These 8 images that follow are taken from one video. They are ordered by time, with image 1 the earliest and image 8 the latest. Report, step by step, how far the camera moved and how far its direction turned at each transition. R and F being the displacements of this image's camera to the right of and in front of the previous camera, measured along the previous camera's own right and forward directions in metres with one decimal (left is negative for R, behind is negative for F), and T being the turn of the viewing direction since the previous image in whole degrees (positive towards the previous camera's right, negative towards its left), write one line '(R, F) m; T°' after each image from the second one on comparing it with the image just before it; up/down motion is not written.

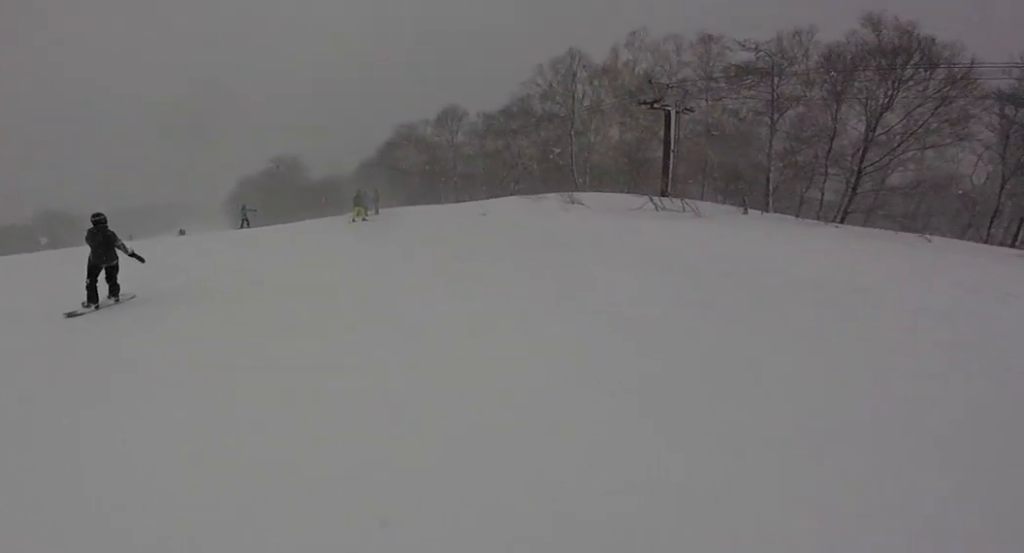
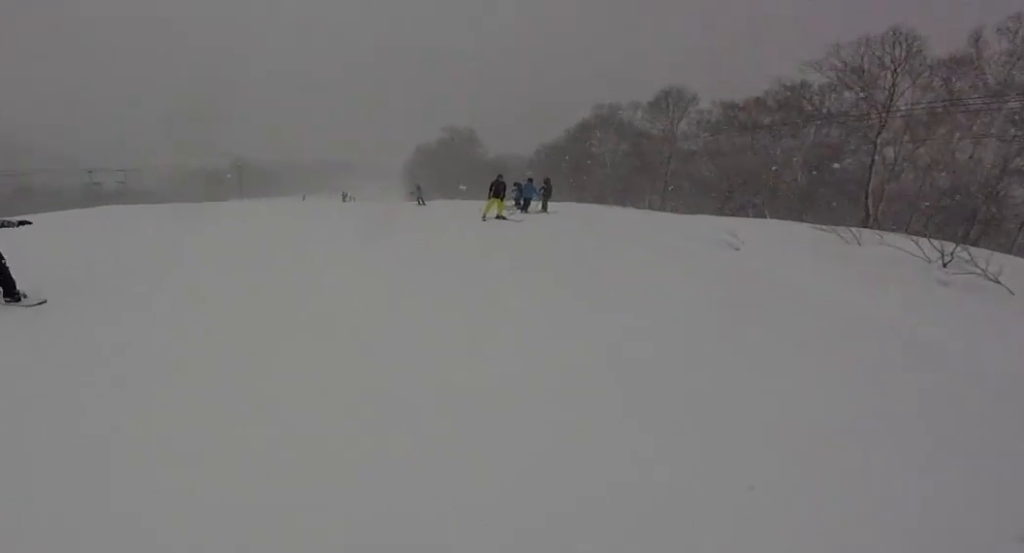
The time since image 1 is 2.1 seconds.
(+0.5, +6.6) m; -31°
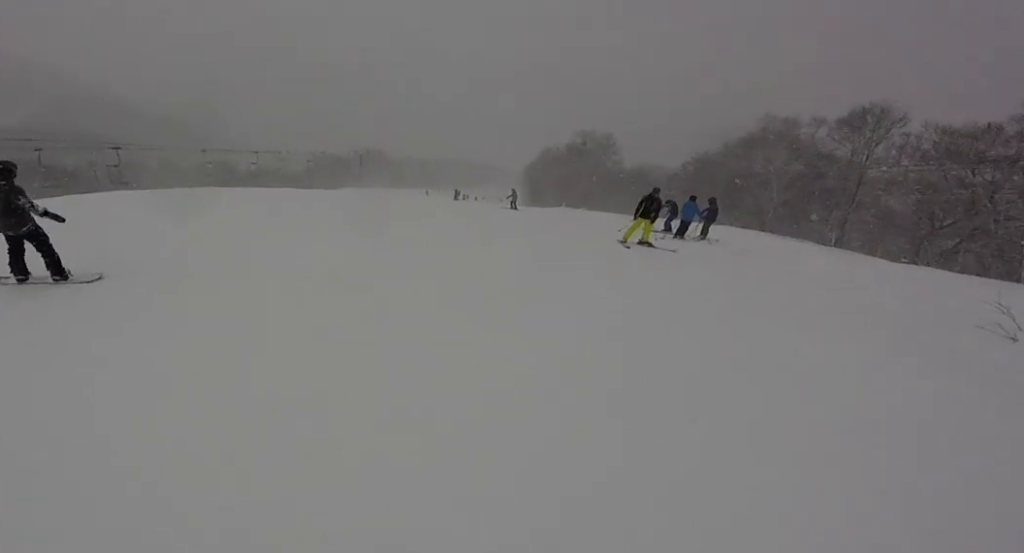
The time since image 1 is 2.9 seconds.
(-0.9, +2.6) m; -34°
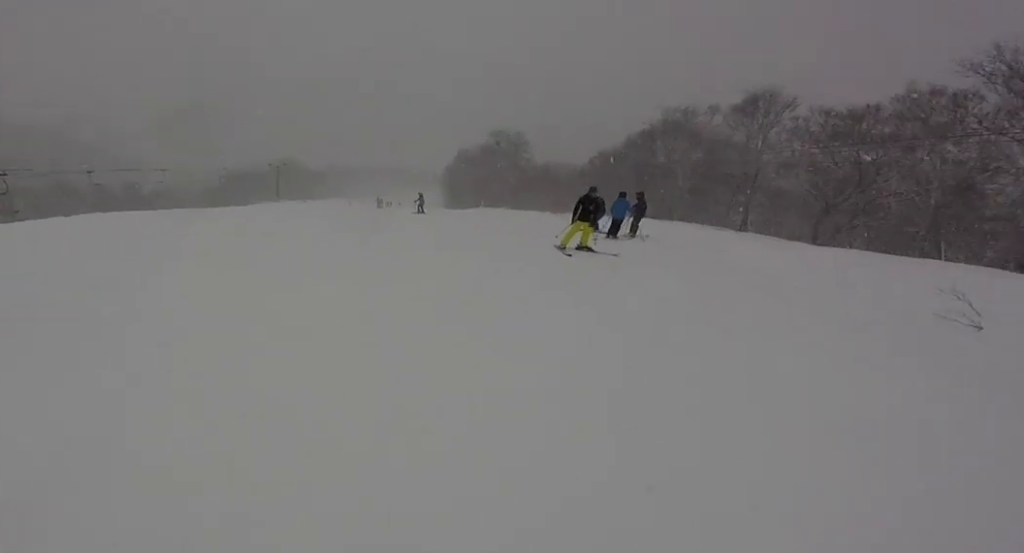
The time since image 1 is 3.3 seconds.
(-0.1, +1.3) m; -15°
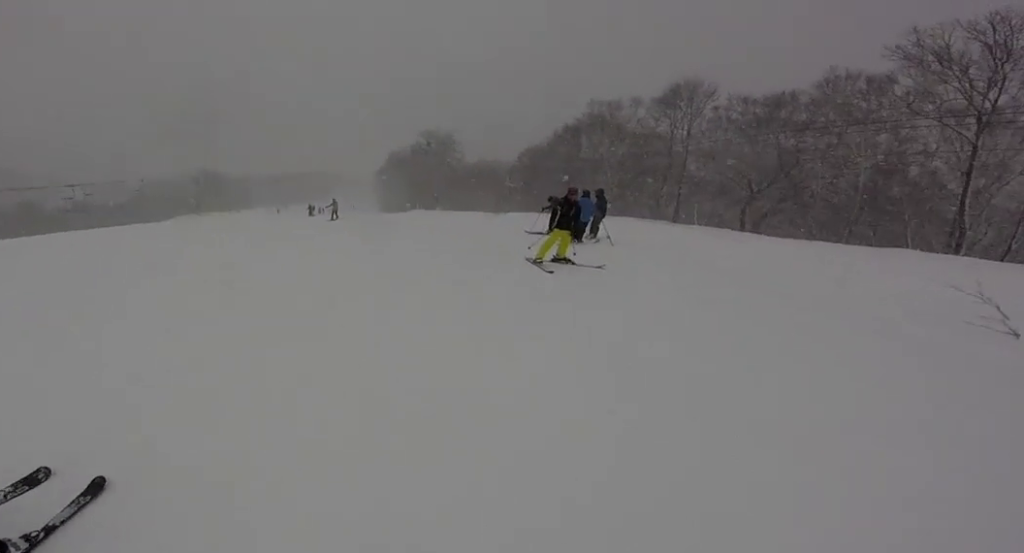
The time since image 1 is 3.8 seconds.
(-0.6, +1.8) m; -12°
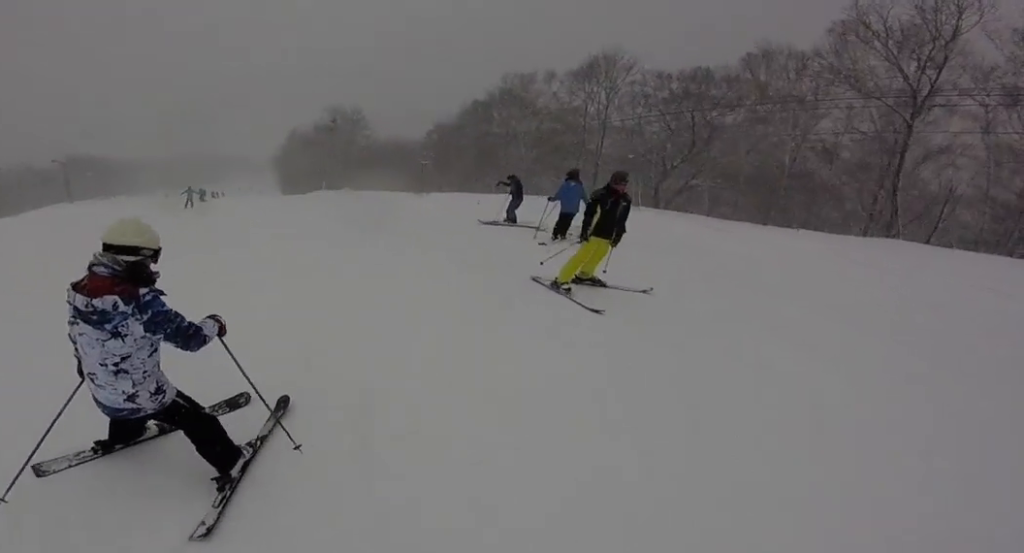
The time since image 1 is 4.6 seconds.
(-0.6, +3.4) m; -3°
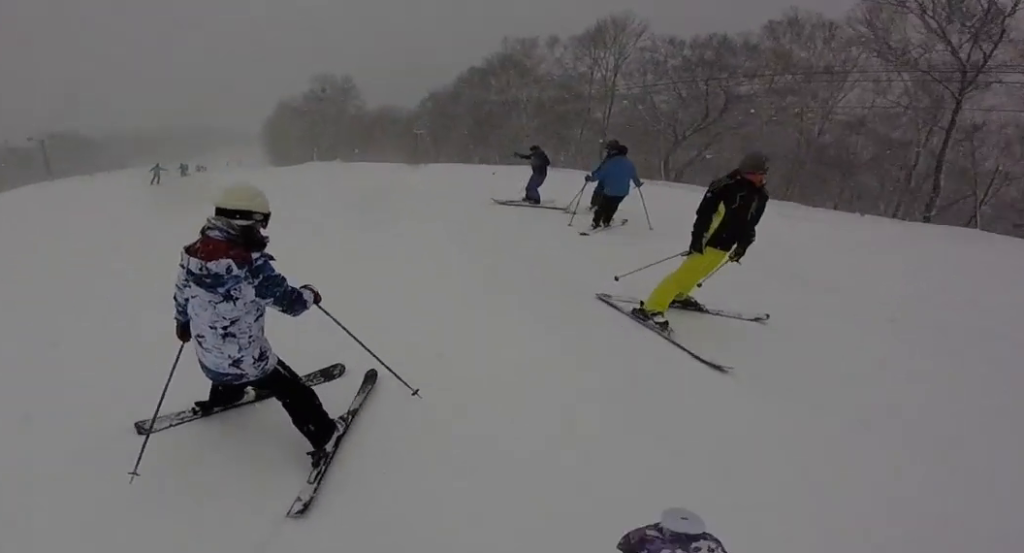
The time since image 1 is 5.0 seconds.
(-0.3, +1.9) m; +6°
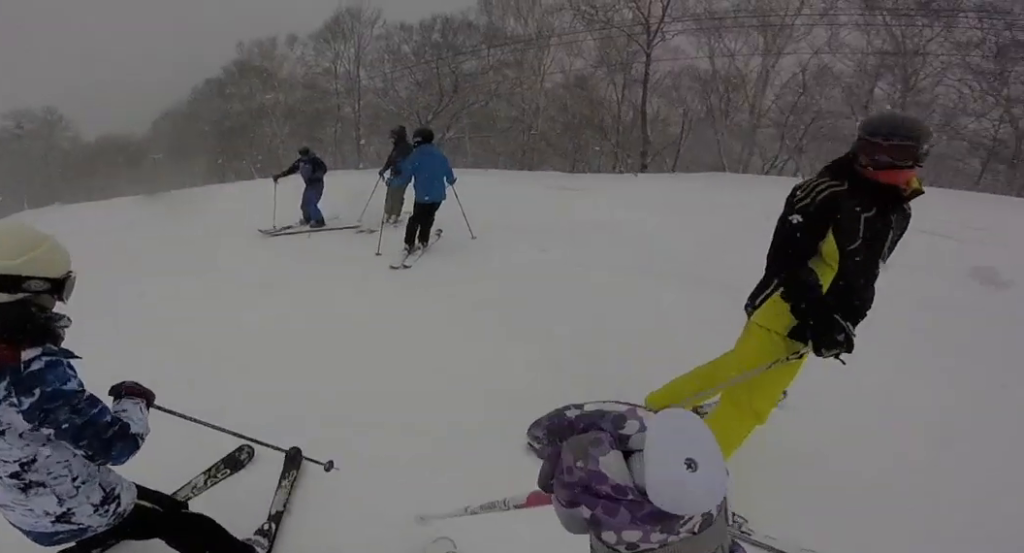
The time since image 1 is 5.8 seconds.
(+0.7, +3.6) m; +10°
